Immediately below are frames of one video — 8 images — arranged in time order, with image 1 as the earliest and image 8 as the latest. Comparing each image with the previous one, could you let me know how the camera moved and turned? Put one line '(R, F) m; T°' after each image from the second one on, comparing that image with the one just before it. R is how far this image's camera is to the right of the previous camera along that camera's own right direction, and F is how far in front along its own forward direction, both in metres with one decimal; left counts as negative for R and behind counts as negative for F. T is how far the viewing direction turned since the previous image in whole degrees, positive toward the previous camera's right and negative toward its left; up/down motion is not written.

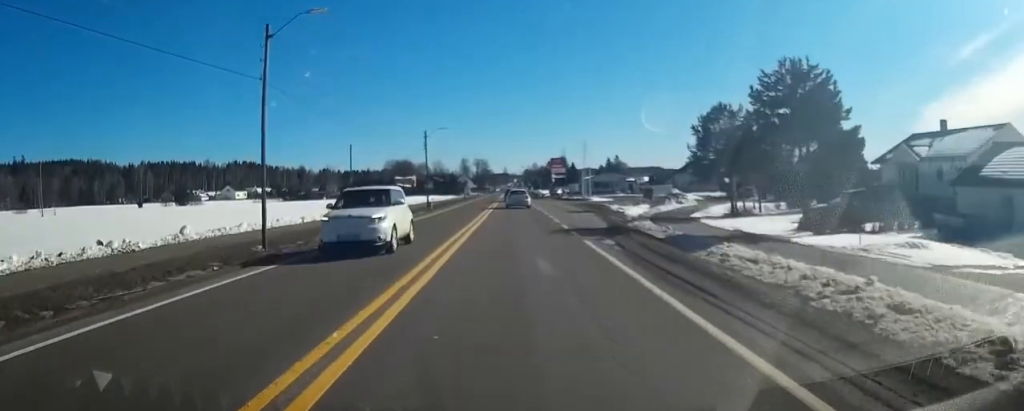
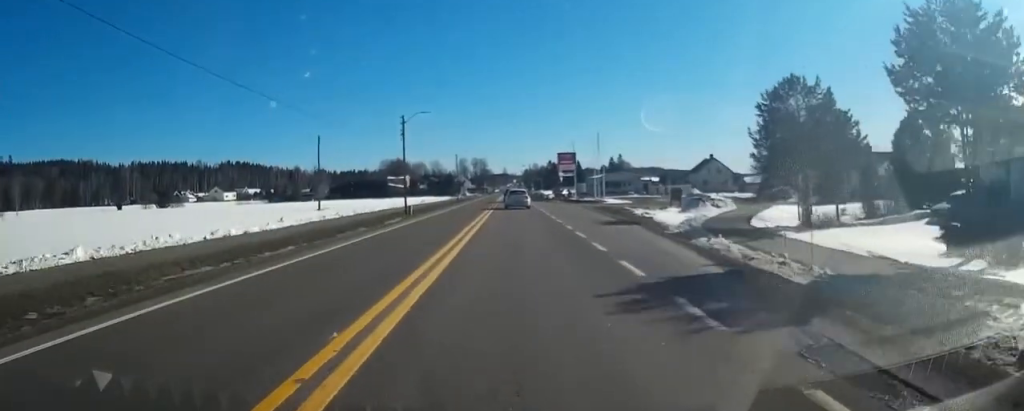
(0.0, +13.0) m; 0°
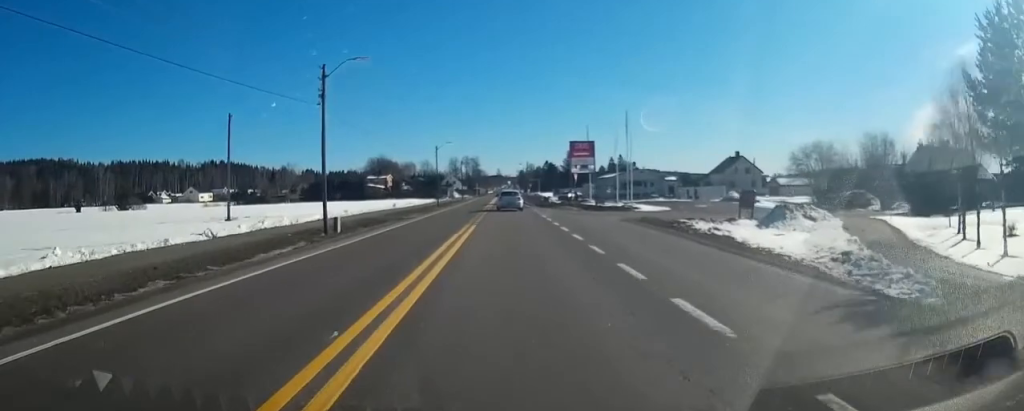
(+0.1, +20.1) m; 0°
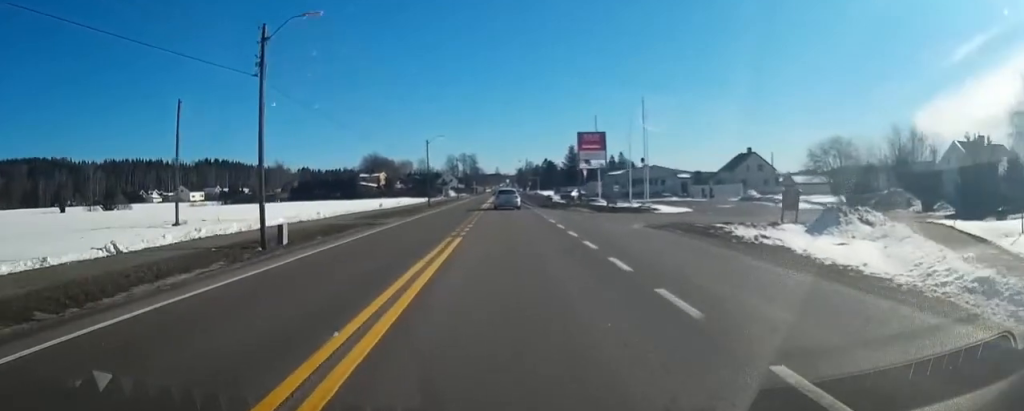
(0.0, +7.2) m; 0°
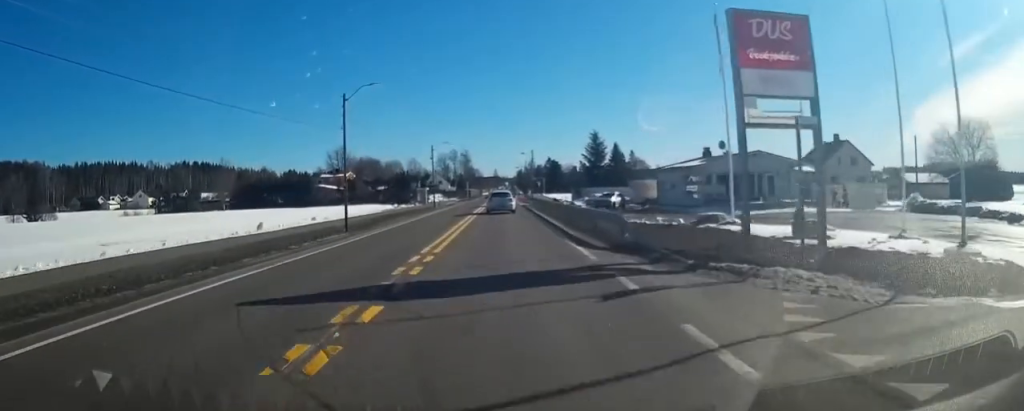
(+0.4, +34.4) m; +1°
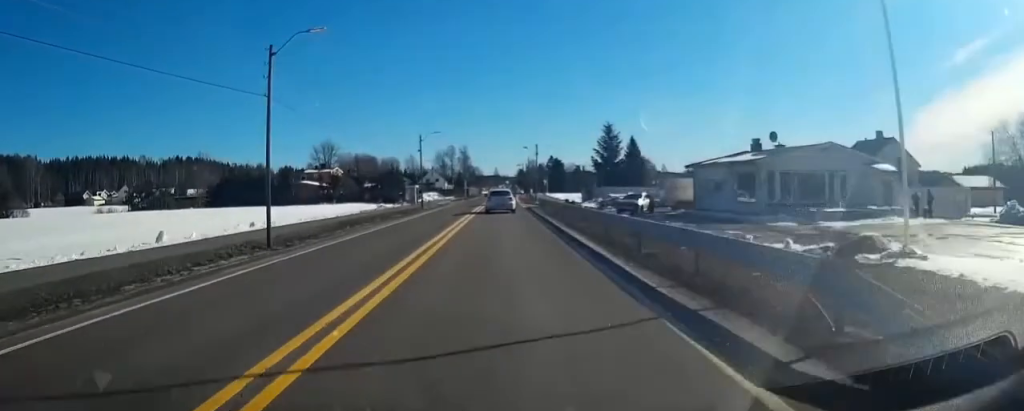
(0.0, +11.2) m; -1°
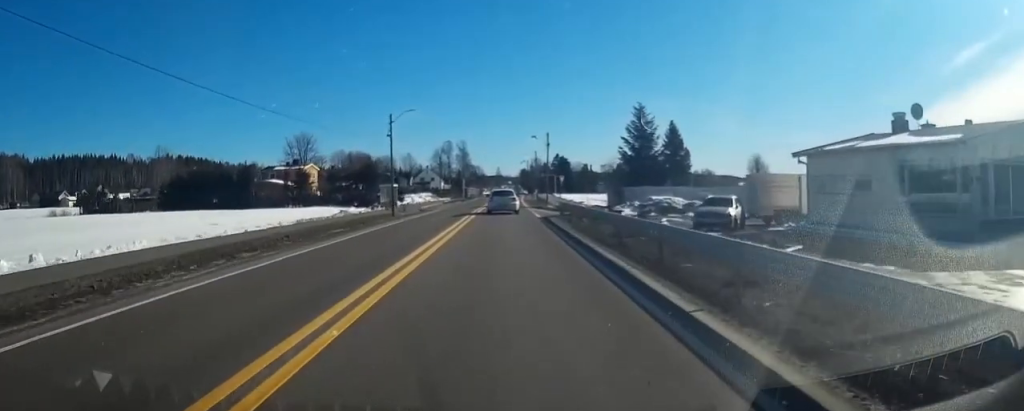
(-0.1, +17.6) m; 0°
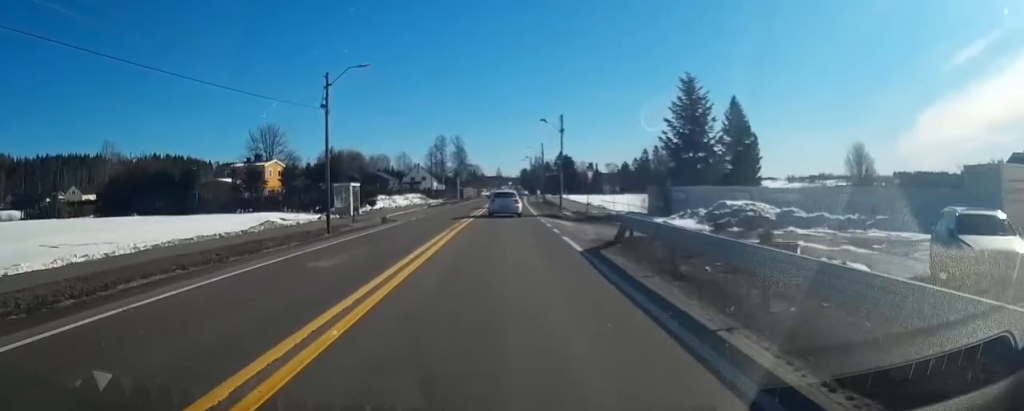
(+0.2, +16.6) m; 0°
